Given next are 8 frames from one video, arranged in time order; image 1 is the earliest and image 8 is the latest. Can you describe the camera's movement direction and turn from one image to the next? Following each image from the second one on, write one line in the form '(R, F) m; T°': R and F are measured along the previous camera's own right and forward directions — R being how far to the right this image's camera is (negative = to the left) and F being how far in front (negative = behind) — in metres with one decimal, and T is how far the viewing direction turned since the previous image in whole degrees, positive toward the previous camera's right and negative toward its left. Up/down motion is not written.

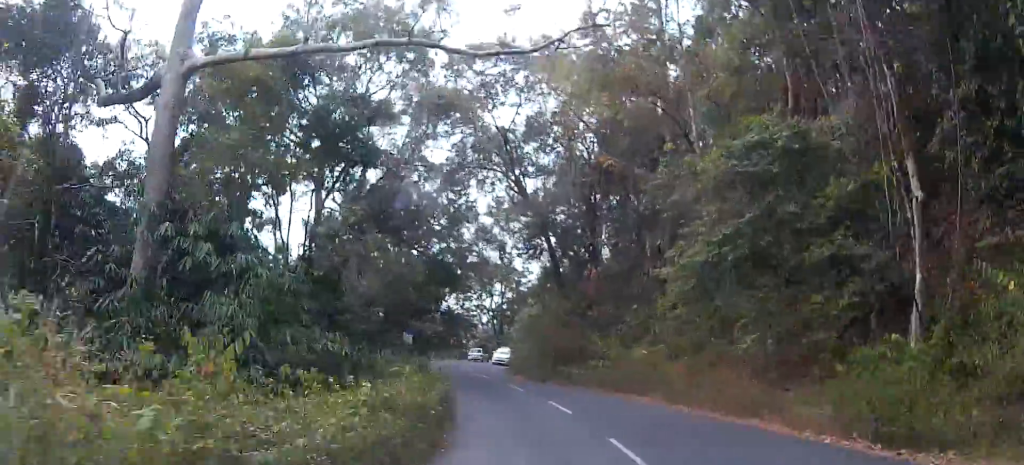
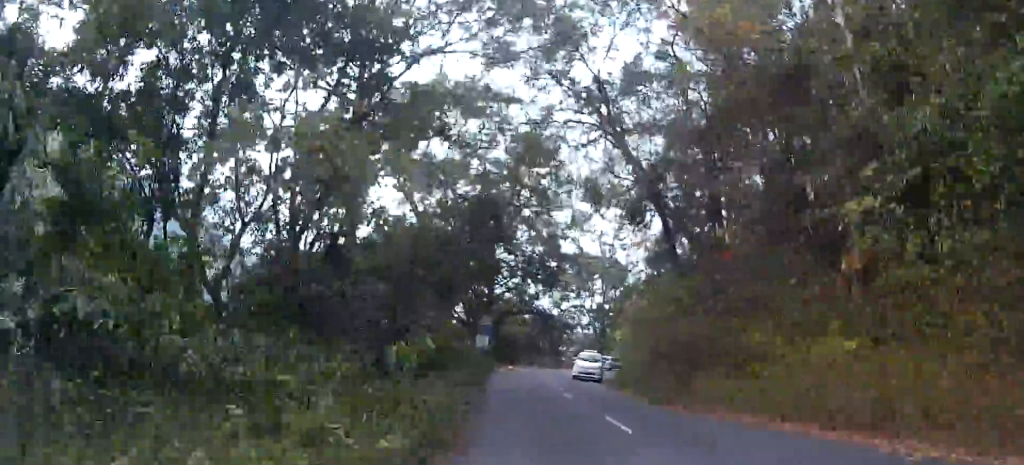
(-0.4, +12.3) m; -3°
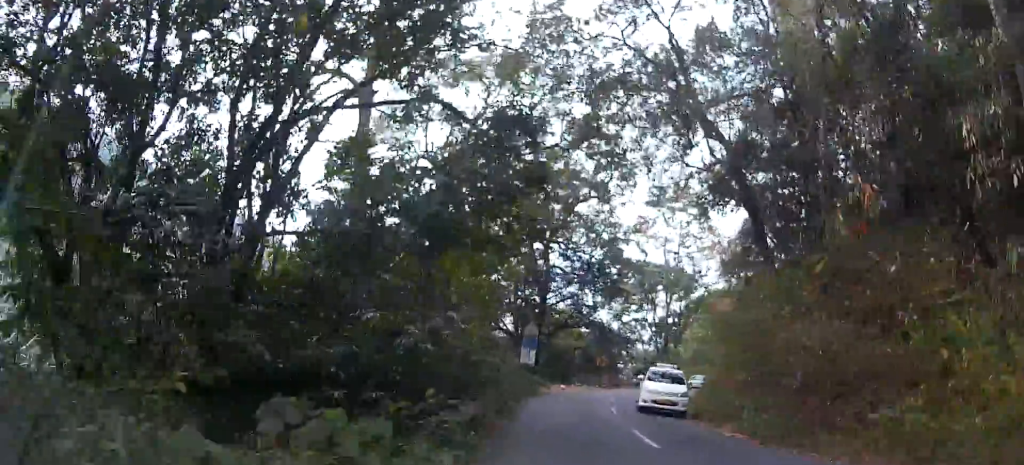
(-0.1, +7.6) m; -2°
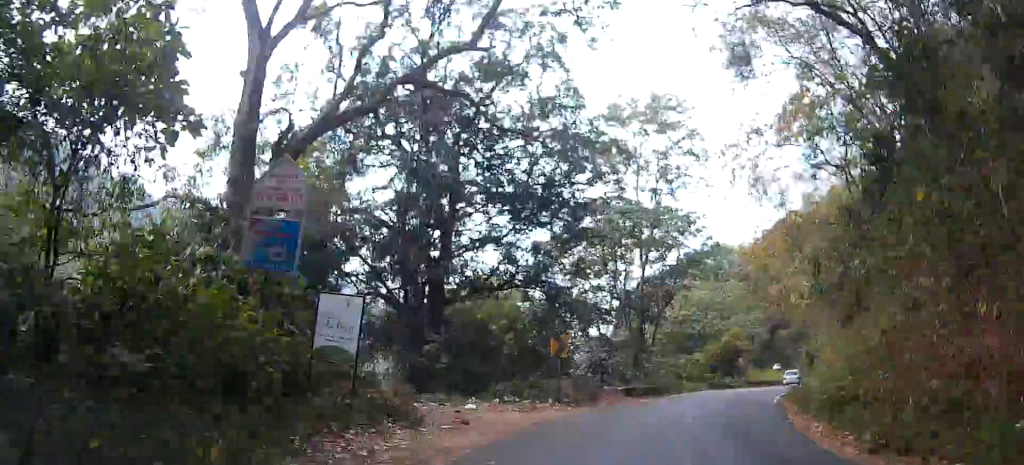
(-0.2, +25.2) m; +2°
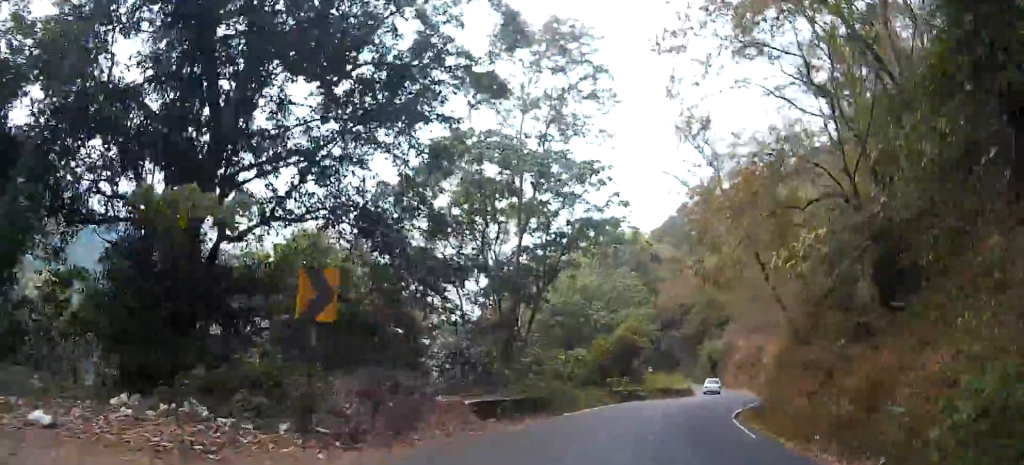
(+0.5, +12.4) m; +6°
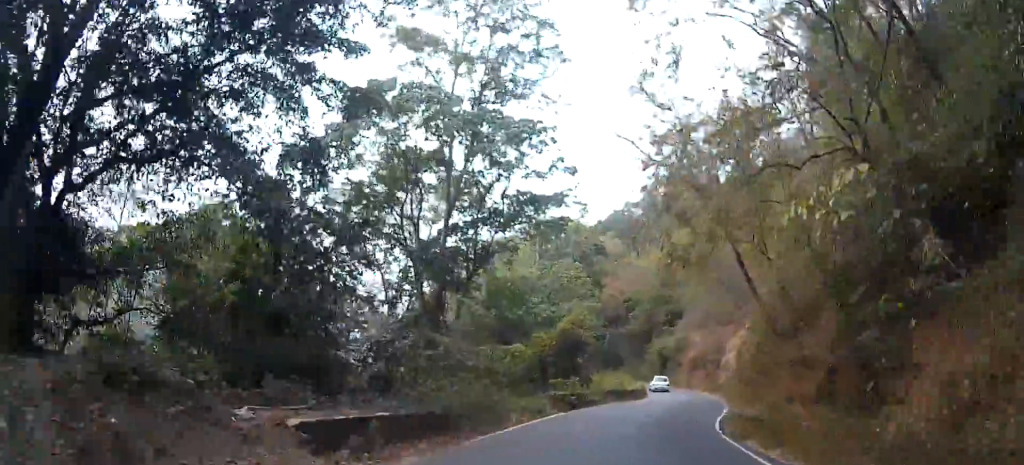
(+0.2, +5.8) m; +3°
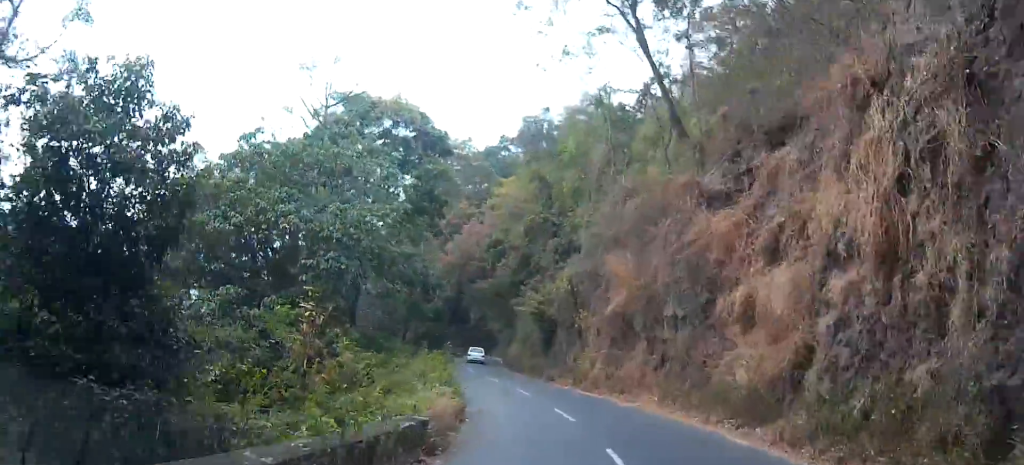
(+4.3, +33.9) m; +7°
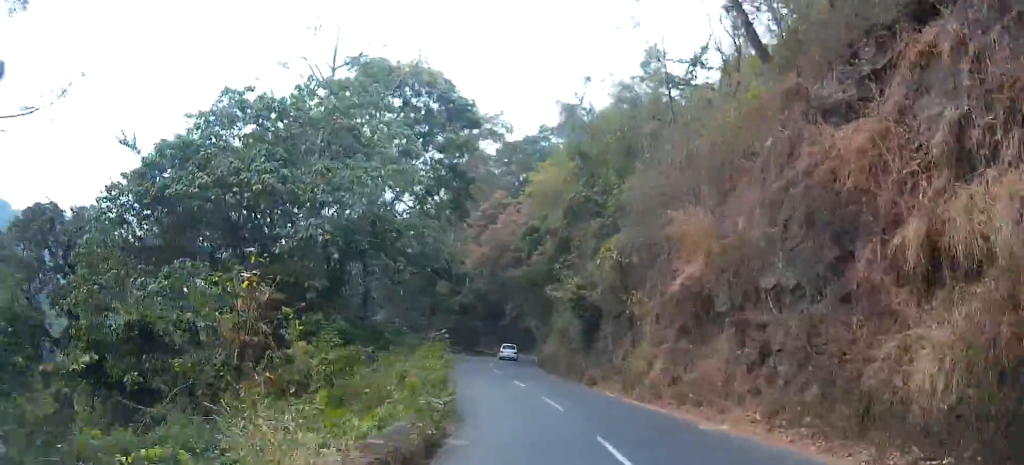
(0.0, +6.5) m; -2°
